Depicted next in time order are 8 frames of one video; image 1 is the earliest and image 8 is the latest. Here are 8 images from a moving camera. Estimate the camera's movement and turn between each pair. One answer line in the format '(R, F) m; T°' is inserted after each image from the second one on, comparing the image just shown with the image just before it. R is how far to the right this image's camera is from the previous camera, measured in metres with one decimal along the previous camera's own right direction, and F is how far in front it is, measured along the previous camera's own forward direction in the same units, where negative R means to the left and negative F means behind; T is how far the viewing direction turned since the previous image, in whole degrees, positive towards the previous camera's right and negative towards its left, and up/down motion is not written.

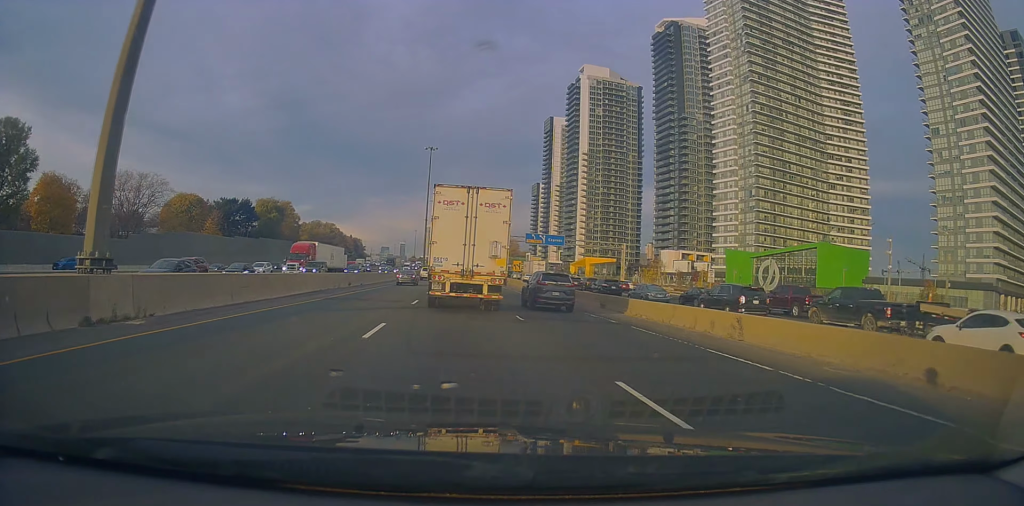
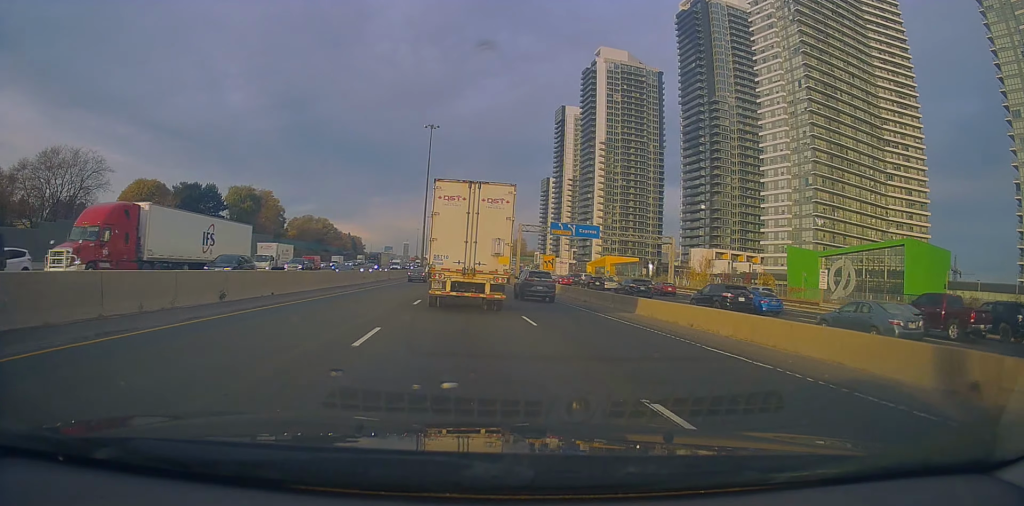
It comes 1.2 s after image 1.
(+0.1, +24.3) m; 0°
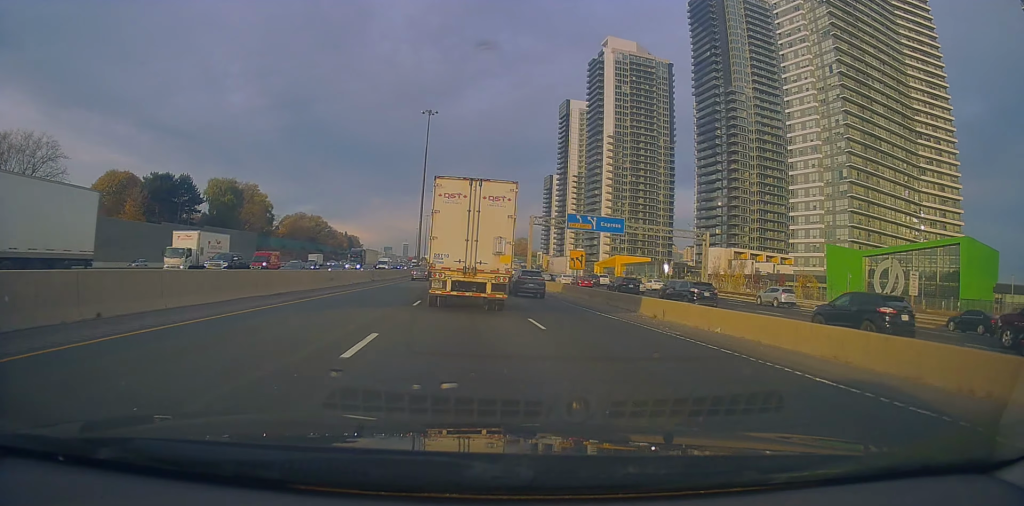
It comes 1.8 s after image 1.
(0.0, +13.1) m; 0°
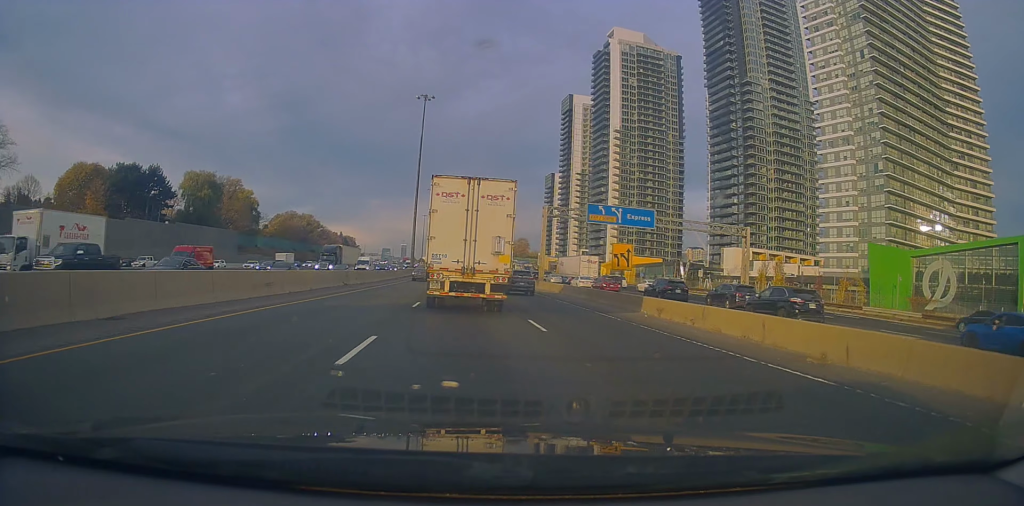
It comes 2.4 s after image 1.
(0.0, +12.4) m; 0°
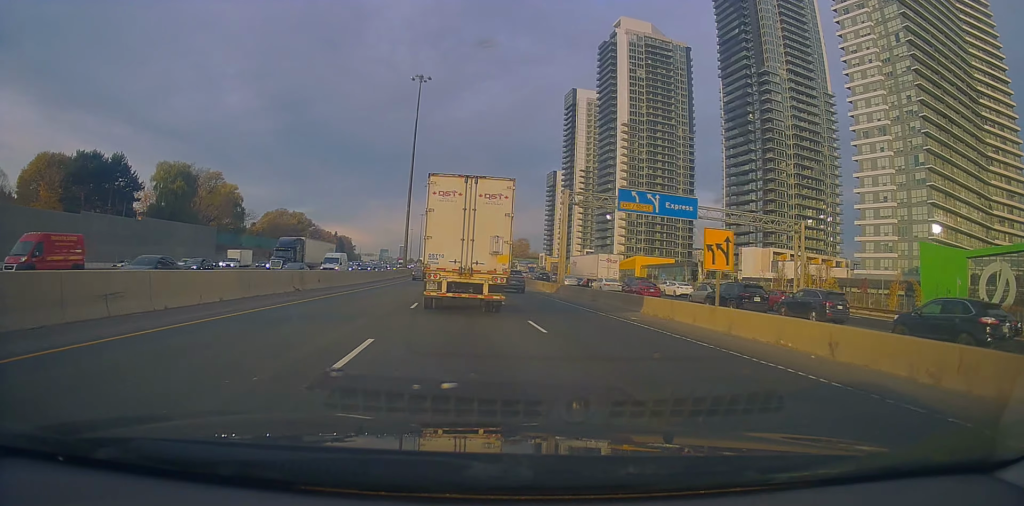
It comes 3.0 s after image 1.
(0.0, +12.7) m; 0°
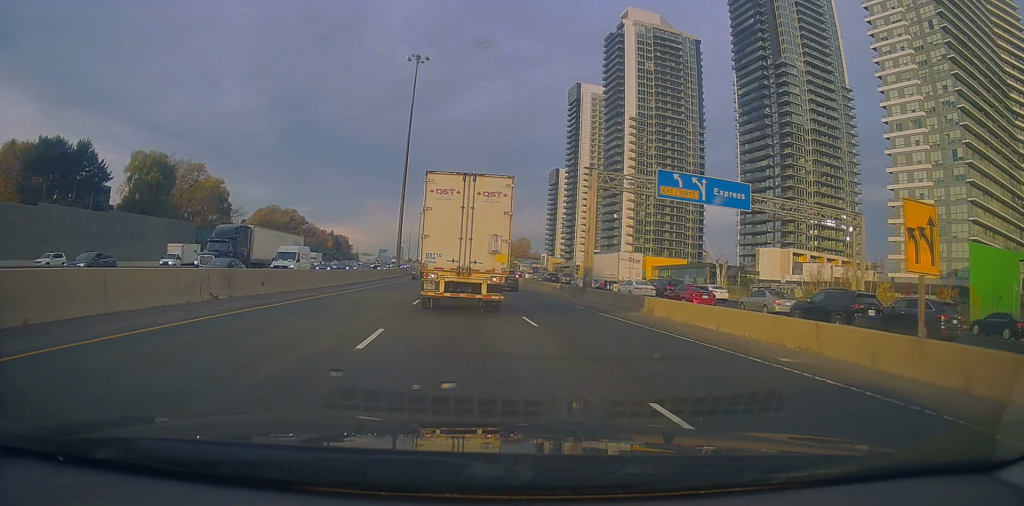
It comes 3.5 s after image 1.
(0.0, +9.9) m; 0°
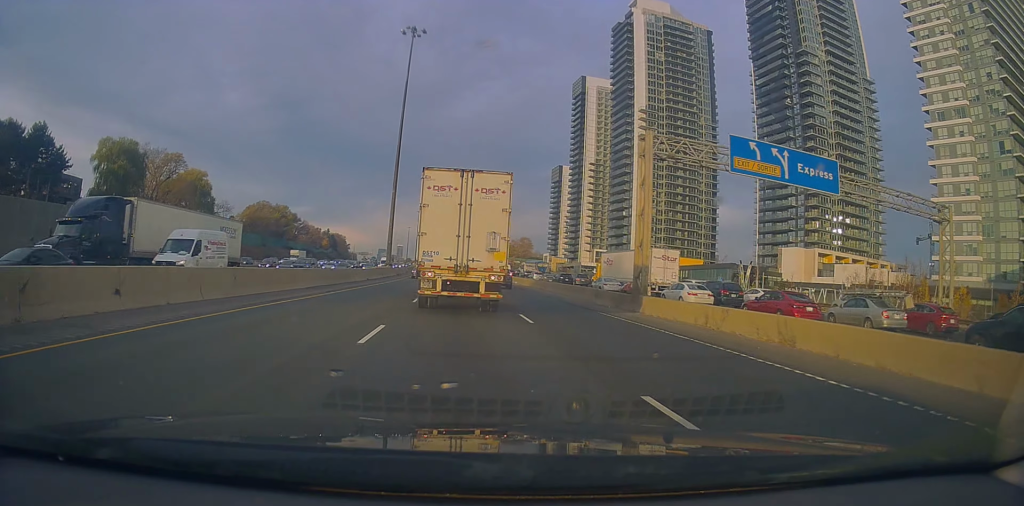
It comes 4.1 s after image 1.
(+0.1, +12.1) m; -1°
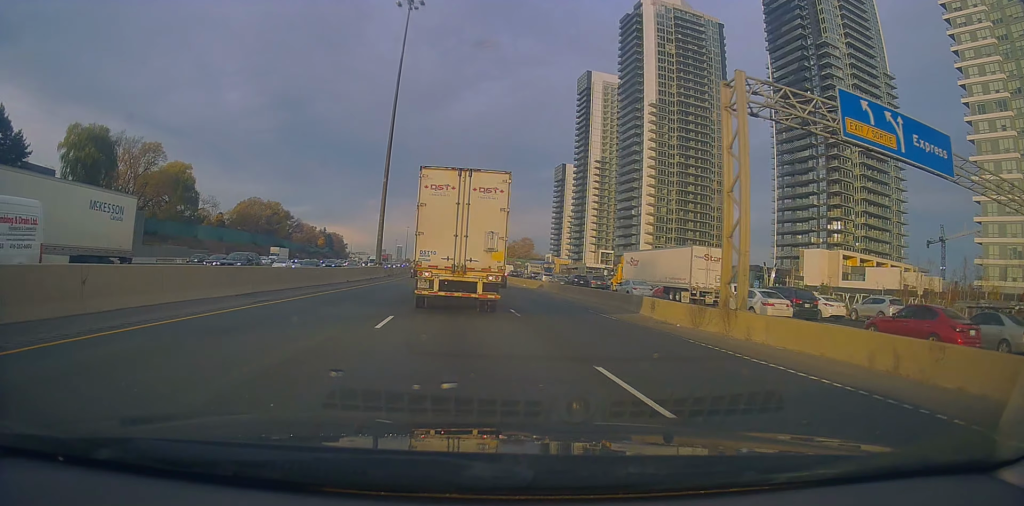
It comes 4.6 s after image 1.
(-0.1, +9.6) m; 0°
